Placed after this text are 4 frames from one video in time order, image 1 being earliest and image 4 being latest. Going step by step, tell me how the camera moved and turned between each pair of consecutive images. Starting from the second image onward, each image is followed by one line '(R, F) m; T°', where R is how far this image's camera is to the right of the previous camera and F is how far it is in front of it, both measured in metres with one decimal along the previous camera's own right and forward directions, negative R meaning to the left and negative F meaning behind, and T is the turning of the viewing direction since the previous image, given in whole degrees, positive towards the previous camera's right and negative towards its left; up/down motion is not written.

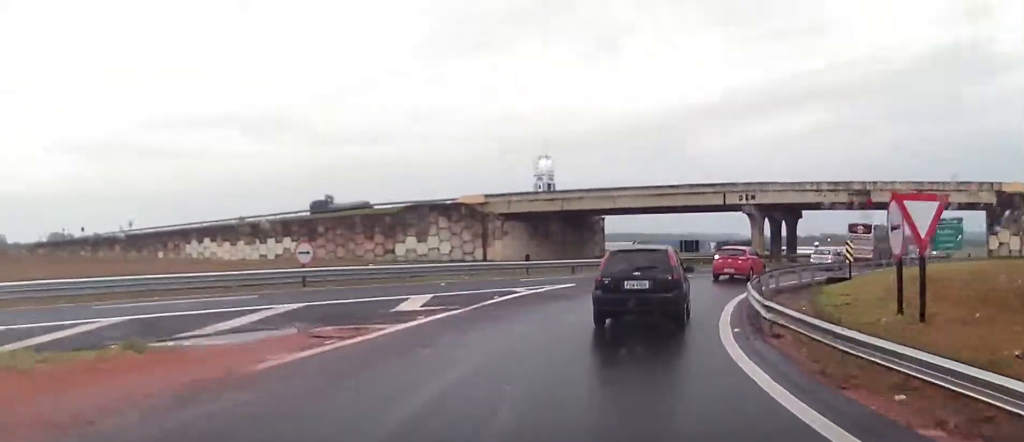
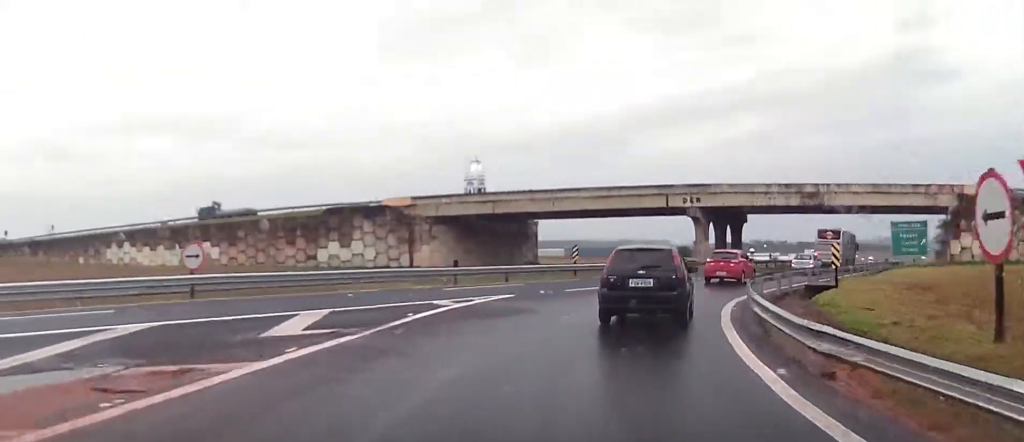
(0.0, +4.9) m; +7°
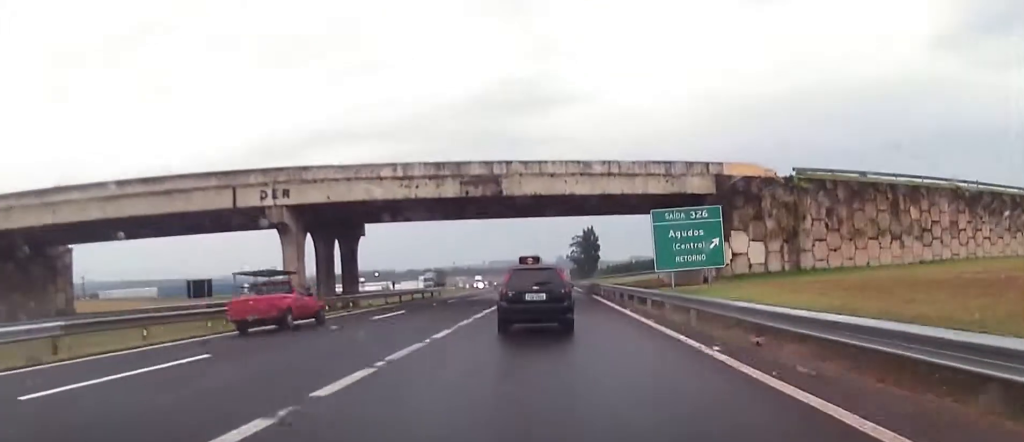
(+10.9, +31.6) m; +32°
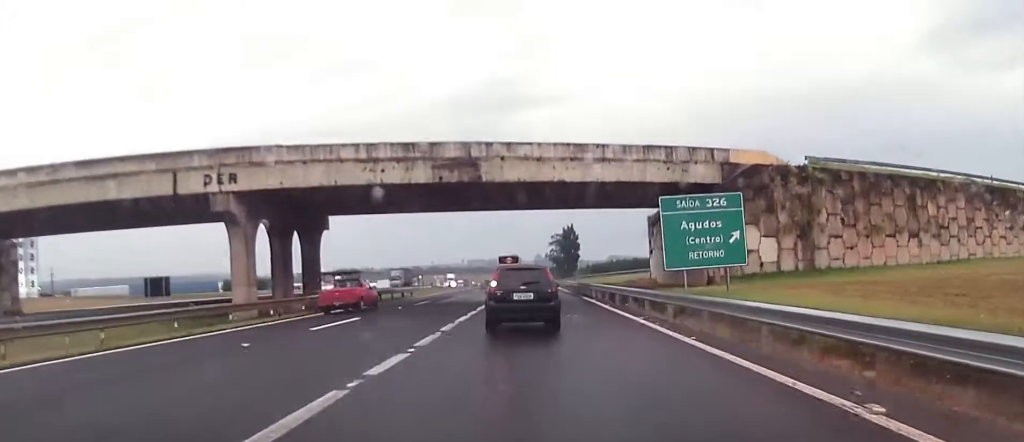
(+0.3, +6.2) m; +3°
